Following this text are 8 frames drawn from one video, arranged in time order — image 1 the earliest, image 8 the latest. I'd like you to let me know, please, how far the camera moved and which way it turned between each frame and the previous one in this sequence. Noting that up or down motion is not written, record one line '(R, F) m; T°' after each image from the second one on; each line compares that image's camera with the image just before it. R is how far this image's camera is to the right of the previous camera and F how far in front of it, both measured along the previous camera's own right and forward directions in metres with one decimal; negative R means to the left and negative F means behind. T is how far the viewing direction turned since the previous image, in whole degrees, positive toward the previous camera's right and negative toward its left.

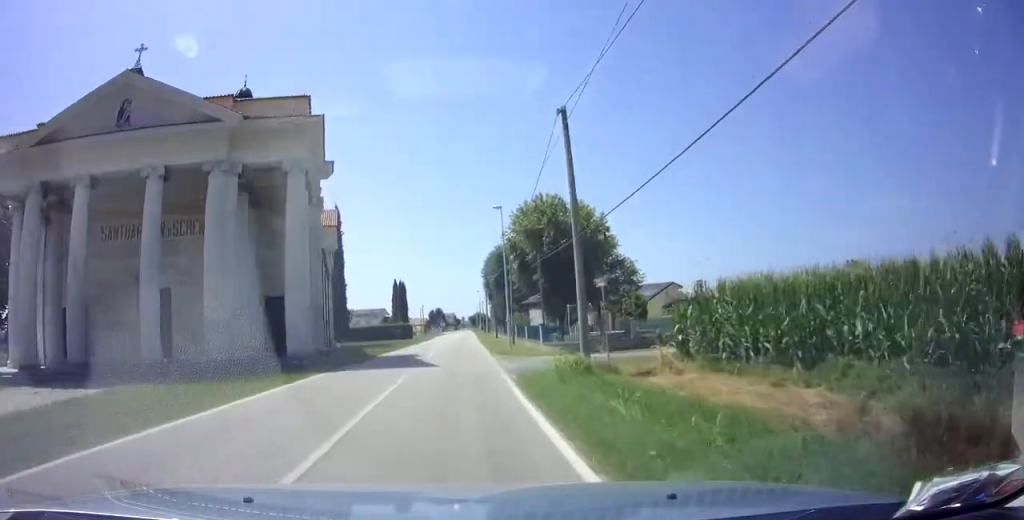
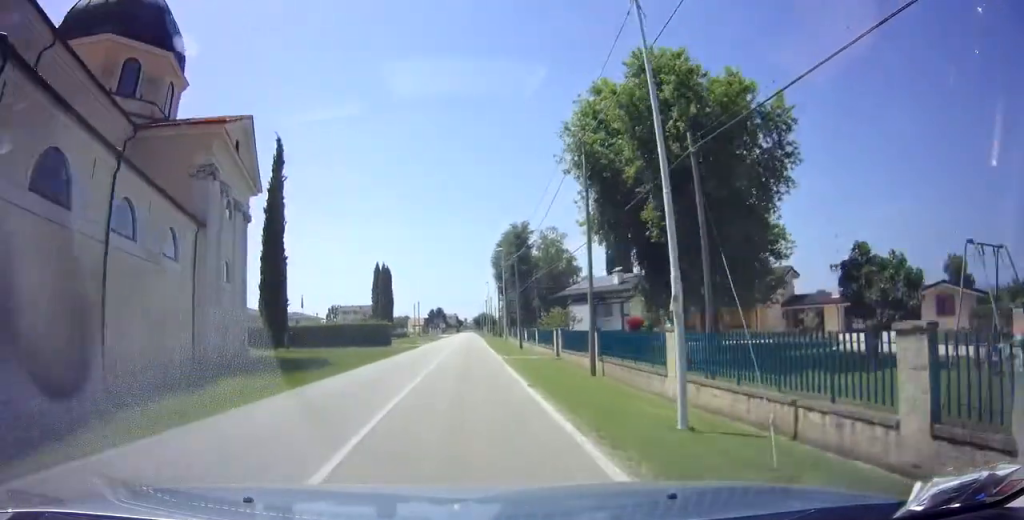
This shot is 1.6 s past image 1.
(0.0, +24.2) m; 0°
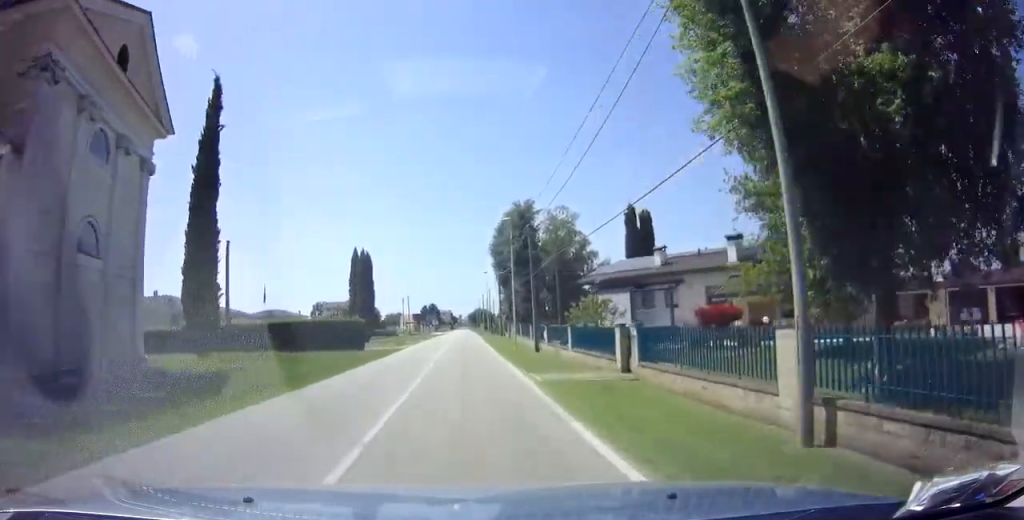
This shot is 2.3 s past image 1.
(0.0, +11.3) m; +1°
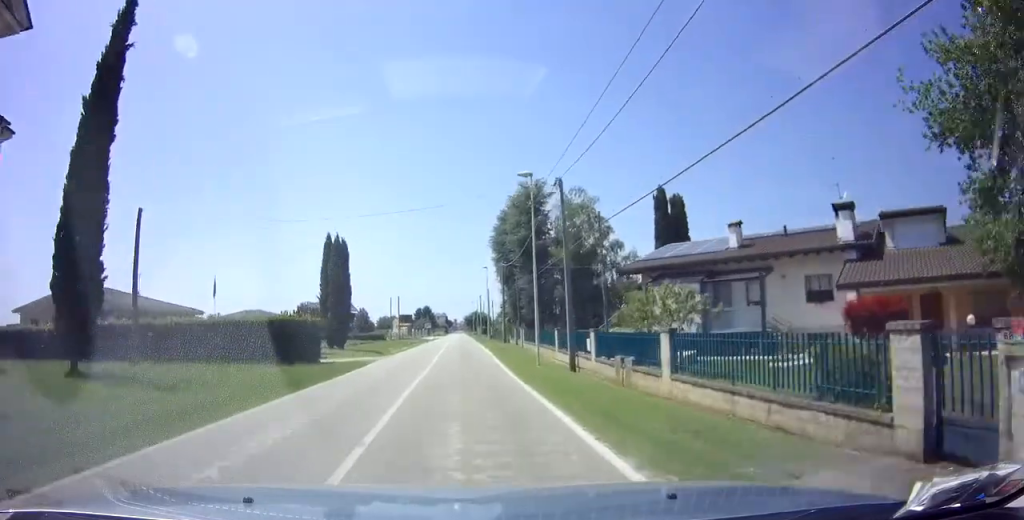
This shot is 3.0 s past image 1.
(+0.1, +11.3) m; +1°
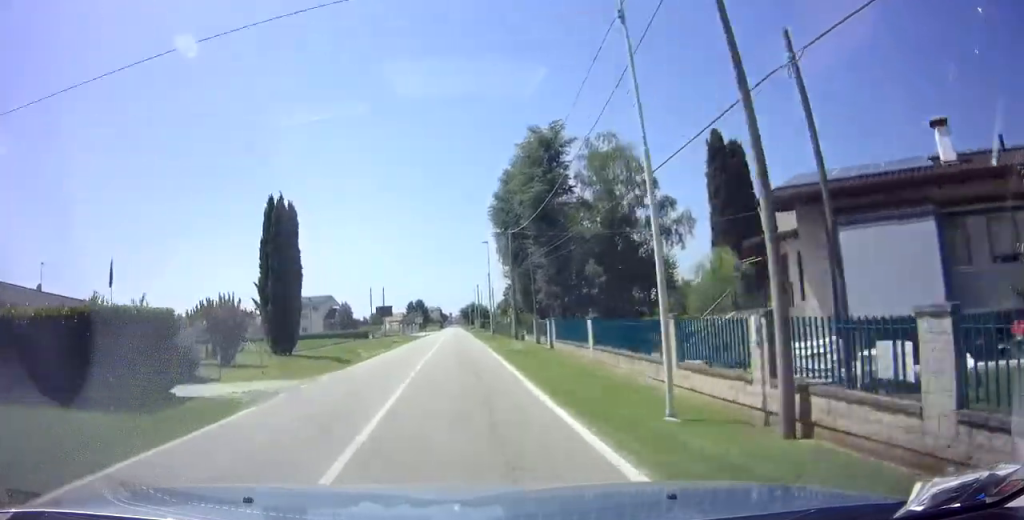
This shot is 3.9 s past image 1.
(+0.2, +13.9) m; 0°
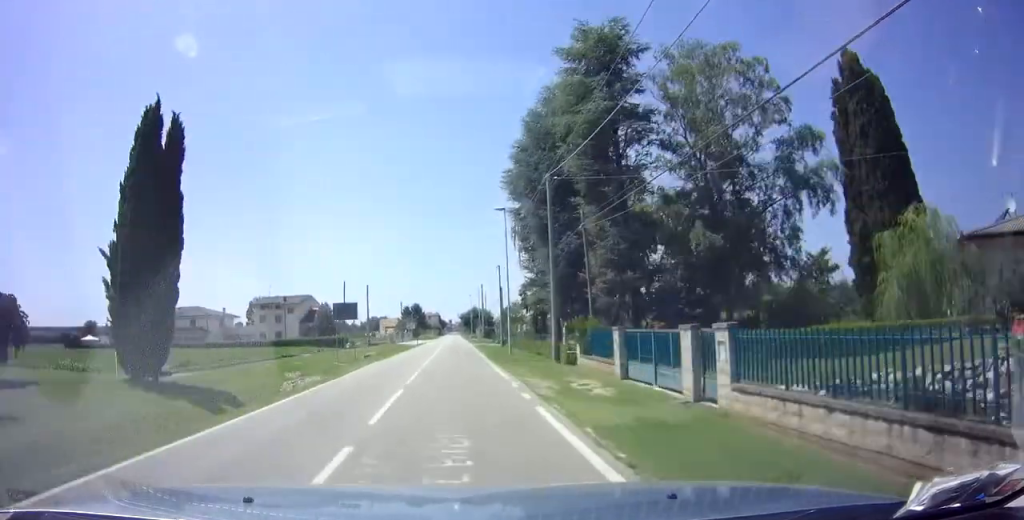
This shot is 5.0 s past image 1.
(-0.3, +16.0) m; 0°
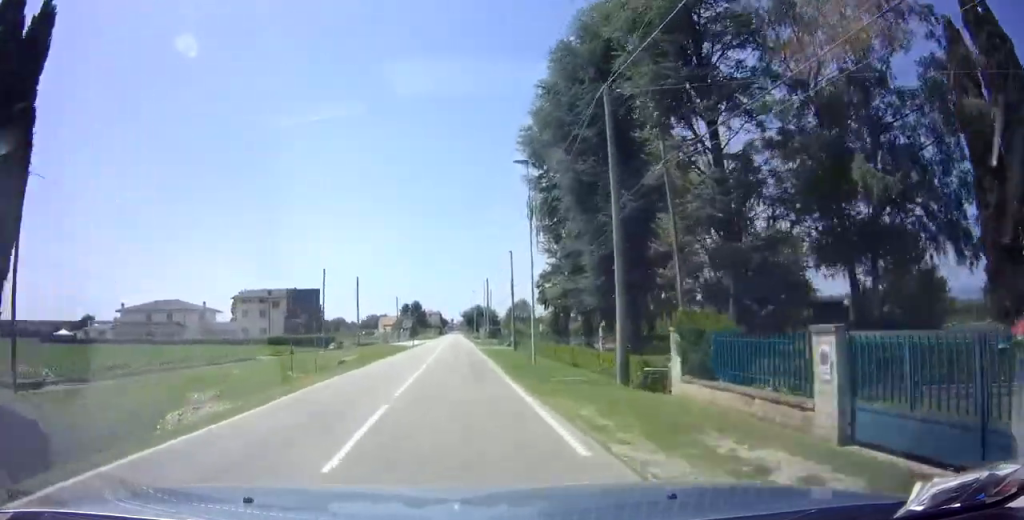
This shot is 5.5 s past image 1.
(+0.3, +8.8) m; 0°
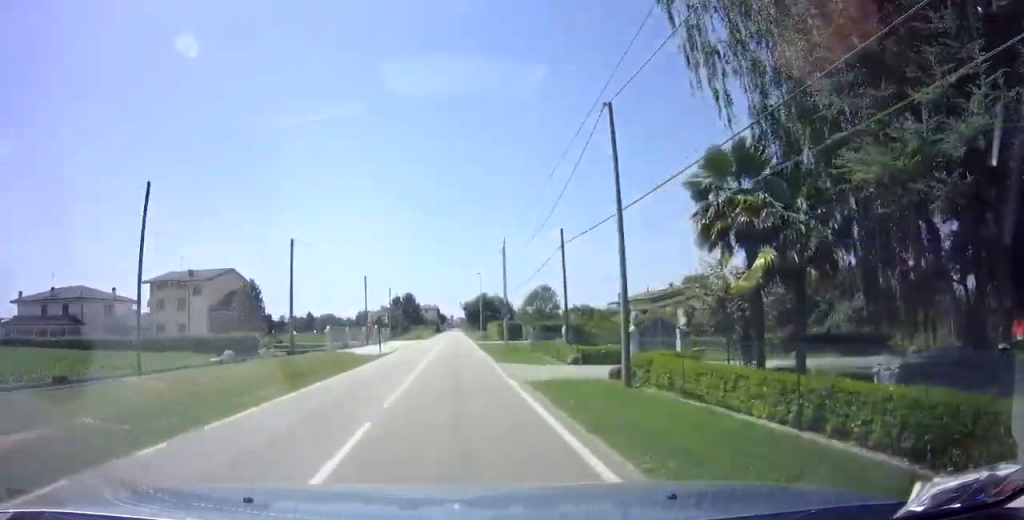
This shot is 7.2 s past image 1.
(-0.2, +26.8) m; 0°
